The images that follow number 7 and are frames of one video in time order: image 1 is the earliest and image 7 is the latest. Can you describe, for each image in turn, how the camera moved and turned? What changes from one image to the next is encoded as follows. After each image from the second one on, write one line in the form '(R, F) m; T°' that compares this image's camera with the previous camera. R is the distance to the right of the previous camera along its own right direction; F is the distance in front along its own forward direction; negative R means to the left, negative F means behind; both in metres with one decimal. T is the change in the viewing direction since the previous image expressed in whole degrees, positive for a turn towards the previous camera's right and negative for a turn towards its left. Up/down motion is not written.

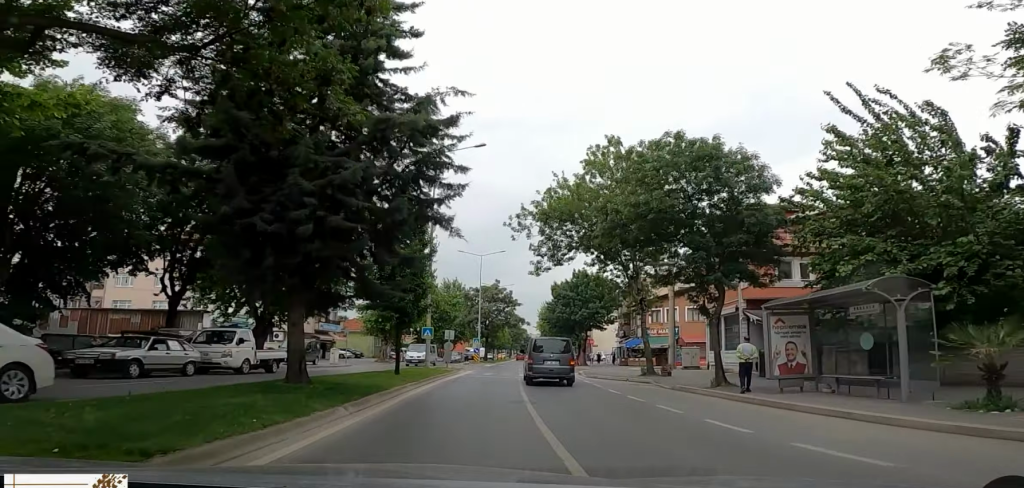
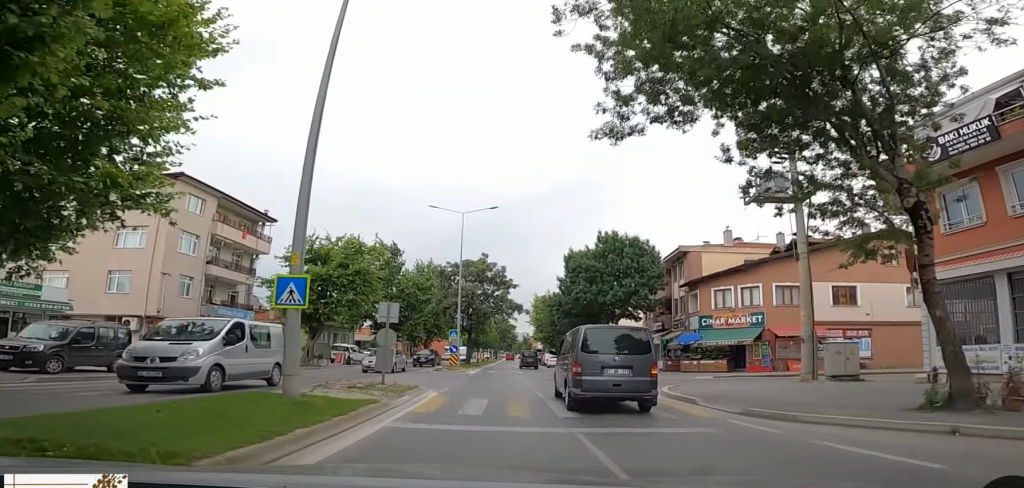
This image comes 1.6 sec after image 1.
(-0.4, +22.0) m; 0°
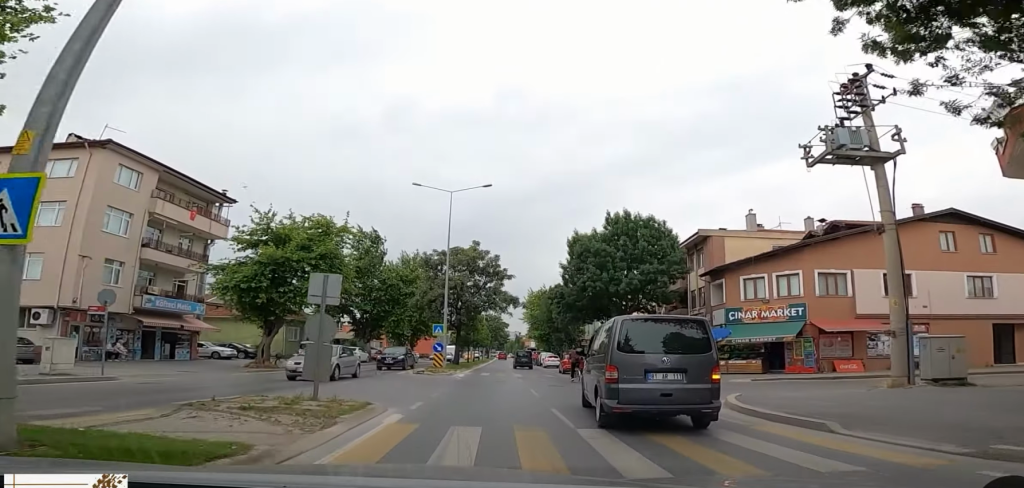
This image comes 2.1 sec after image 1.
(+0.5, +6.9) m; 0°
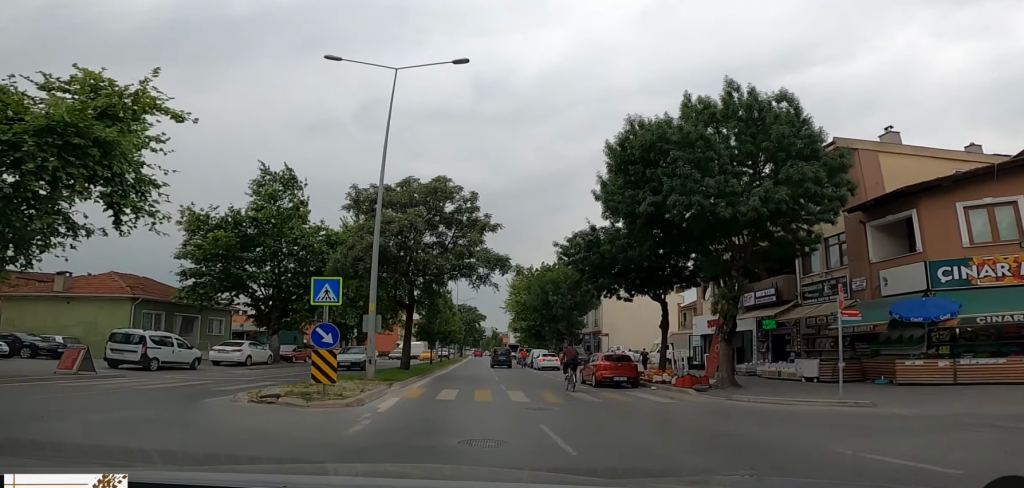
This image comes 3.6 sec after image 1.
(-0.4, +21.8) m; +1°
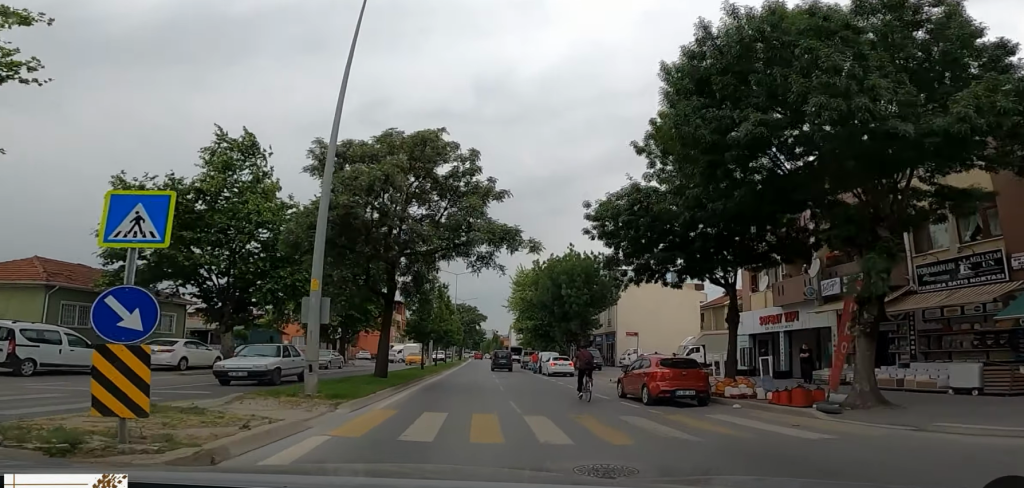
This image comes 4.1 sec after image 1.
(+0.6, +8.0) m; +2°
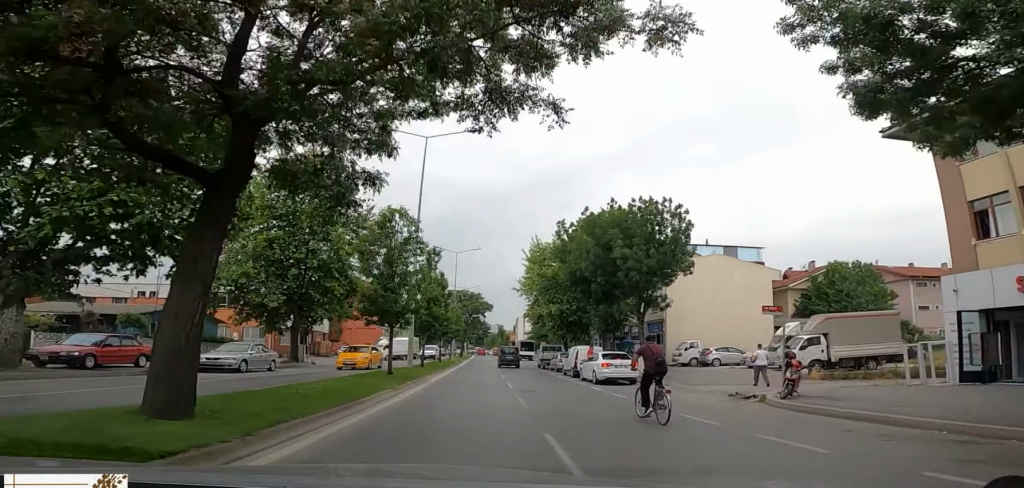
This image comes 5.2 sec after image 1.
(+0.5, +16.3) m; -1°
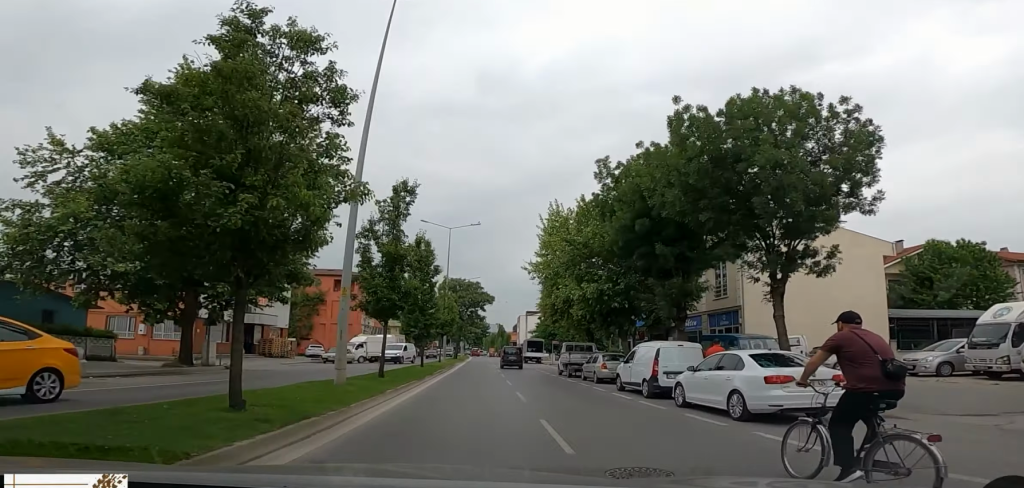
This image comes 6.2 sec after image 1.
(-0.7, +14.6) m; -1°
